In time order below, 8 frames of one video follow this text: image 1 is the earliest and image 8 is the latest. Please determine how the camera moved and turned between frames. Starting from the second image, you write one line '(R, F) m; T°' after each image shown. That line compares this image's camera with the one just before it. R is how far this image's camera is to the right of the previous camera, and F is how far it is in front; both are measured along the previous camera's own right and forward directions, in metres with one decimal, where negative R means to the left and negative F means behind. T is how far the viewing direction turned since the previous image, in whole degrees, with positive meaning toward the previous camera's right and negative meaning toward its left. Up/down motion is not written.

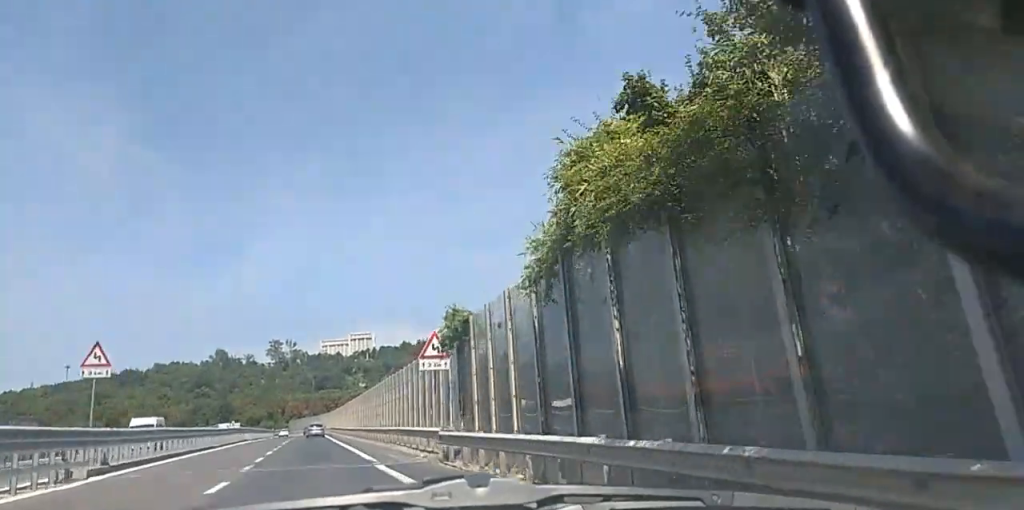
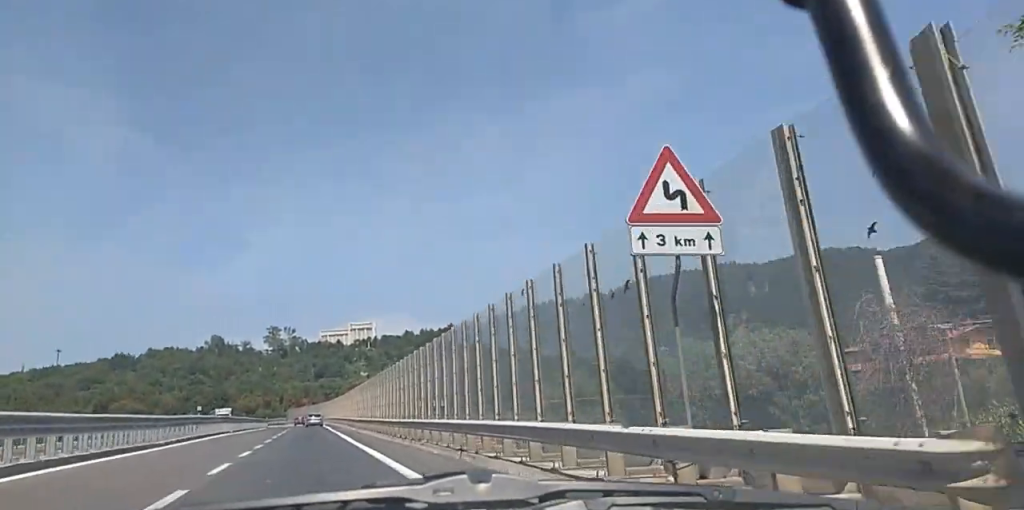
(0.0, +20.1) m; 0°
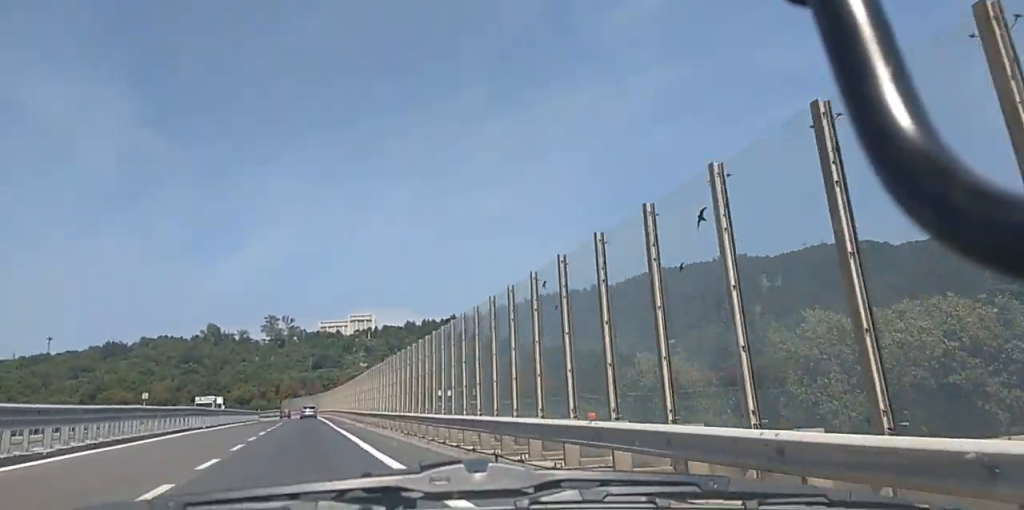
(0.0, +14.9) m; 0°
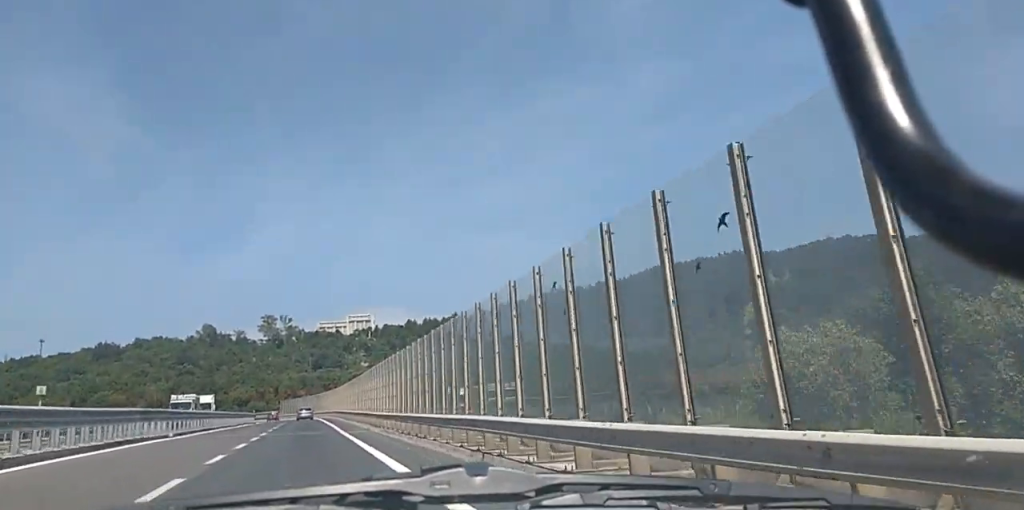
(0.0, +12.3) m; 0°
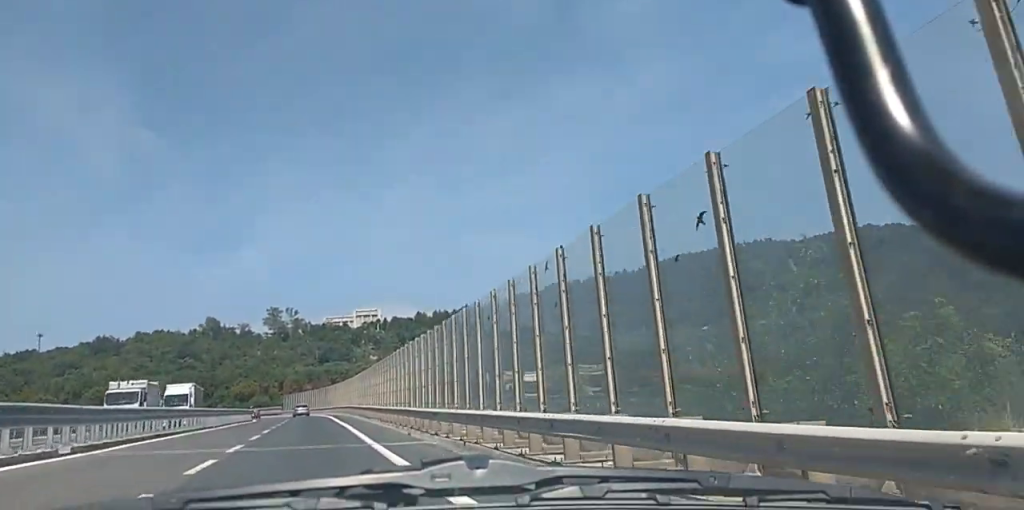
(-0.1, +17.8) m; -1°
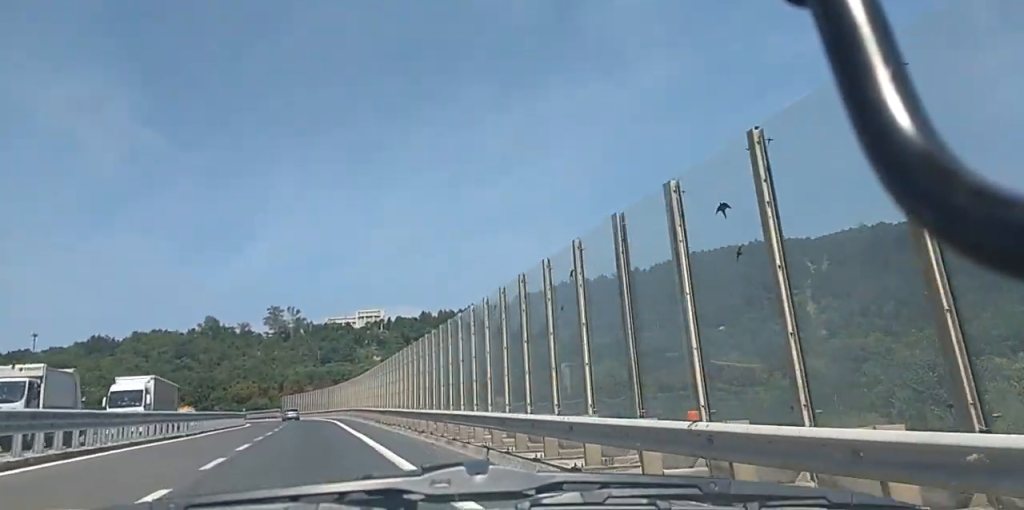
(-0.1, +13.1) m; 0°
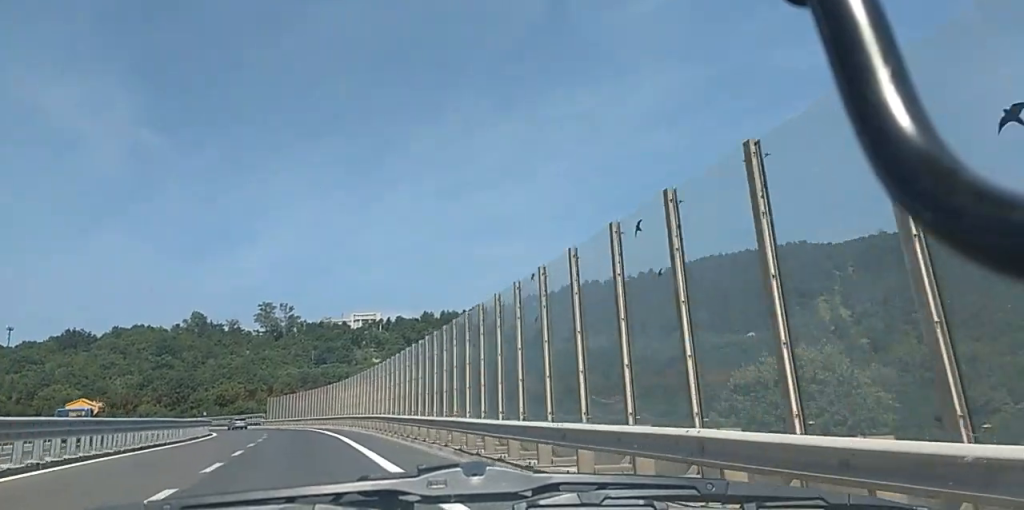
(0.0, +28.5) m; 0°
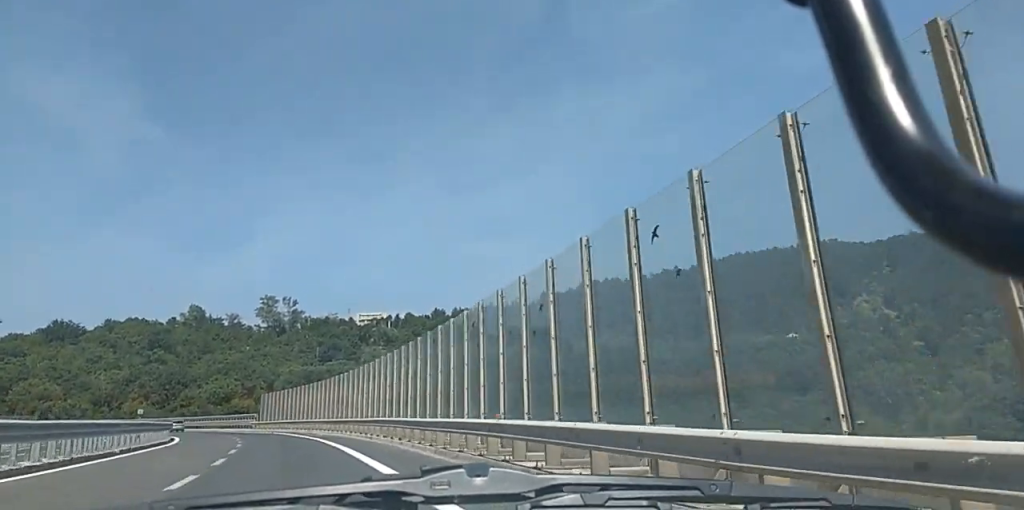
(0.0, +24.3) m; 0°
